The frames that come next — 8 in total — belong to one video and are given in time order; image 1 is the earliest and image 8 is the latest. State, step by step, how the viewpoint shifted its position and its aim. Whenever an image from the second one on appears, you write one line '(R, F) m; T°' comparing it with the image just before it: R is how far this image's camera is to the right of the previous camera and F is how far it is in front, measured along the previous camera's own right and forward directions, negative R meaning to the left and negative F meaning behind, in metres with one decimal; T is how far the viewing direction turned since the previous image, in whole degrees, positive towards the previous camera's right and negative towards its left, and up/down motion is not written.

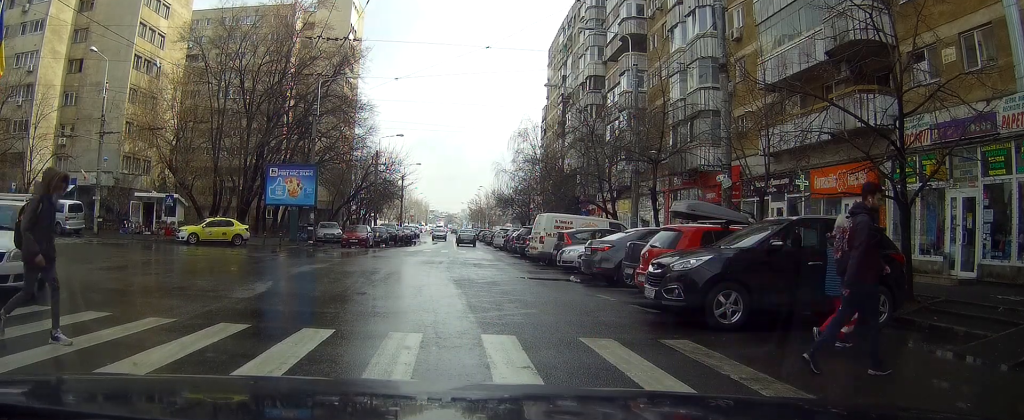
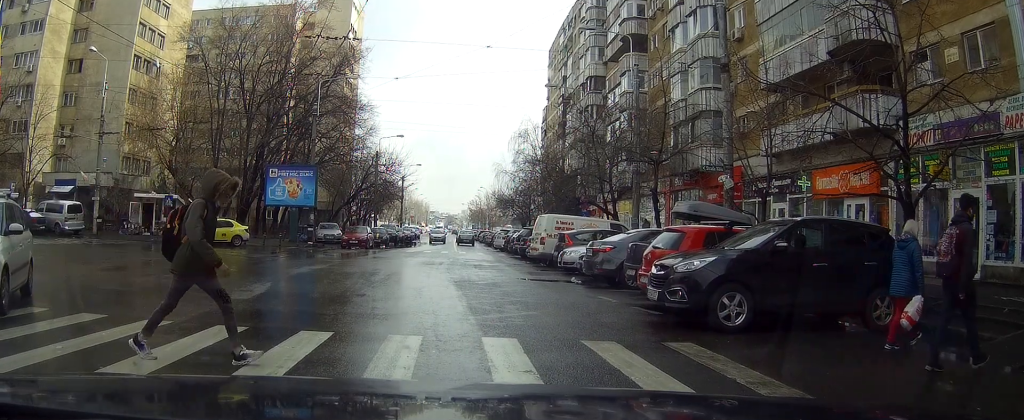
(0.0, 0.0) m; 0°
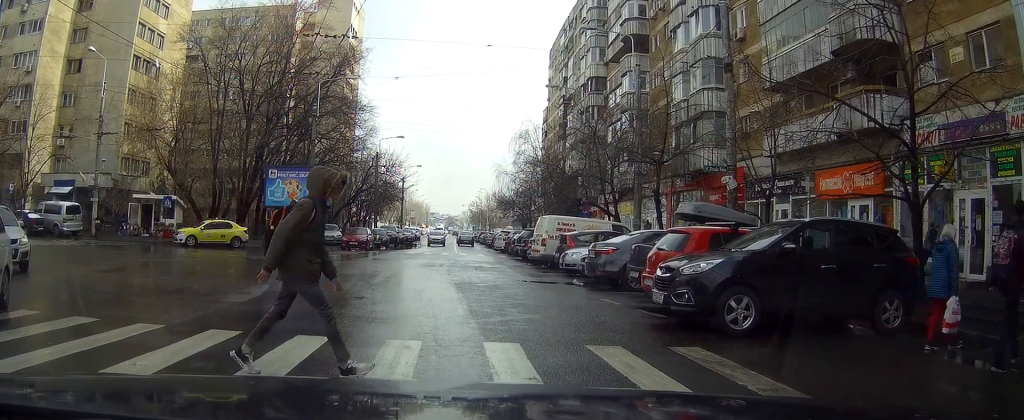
(0.0, 0.0) m; 0°
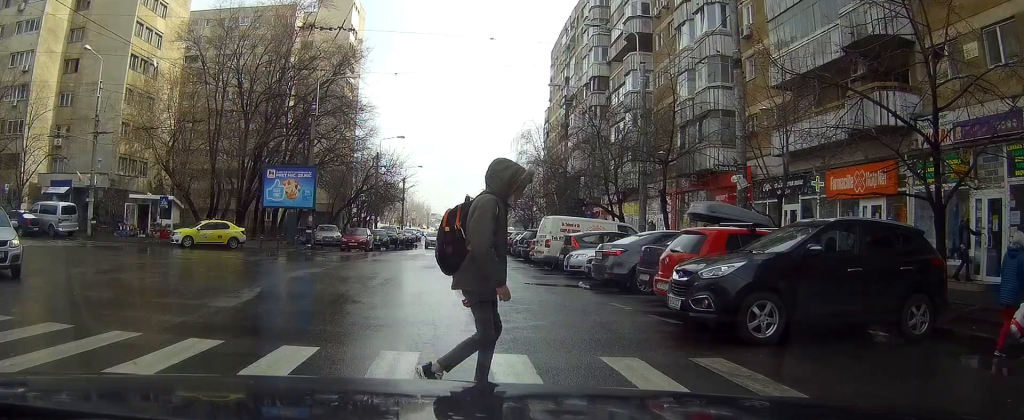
(0.0, +0.4) m; -3°
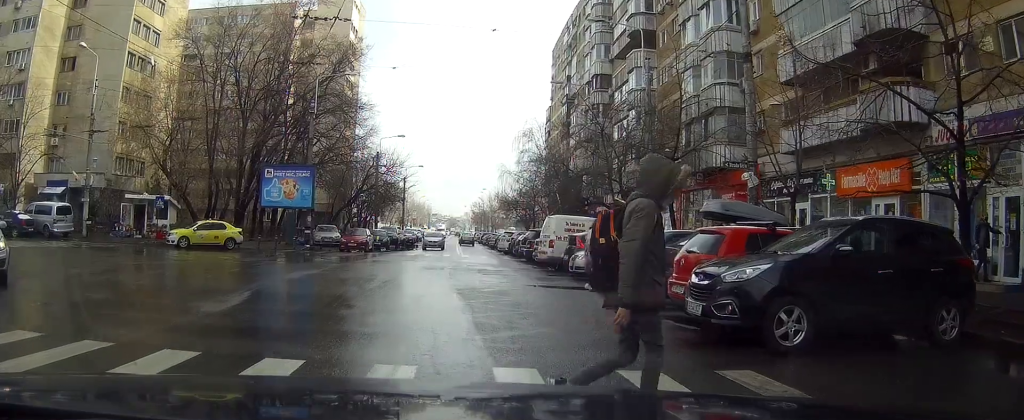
(0.0, +0.4) m; -3°
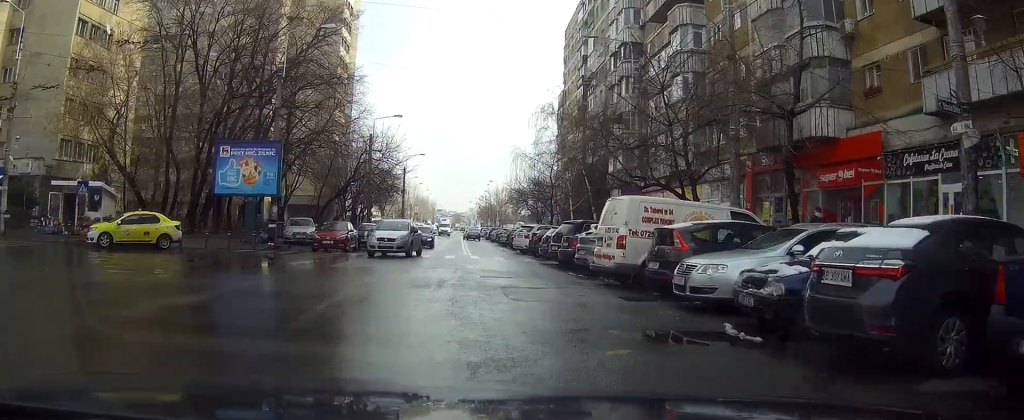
(+0.1, +8.3) m; +1°
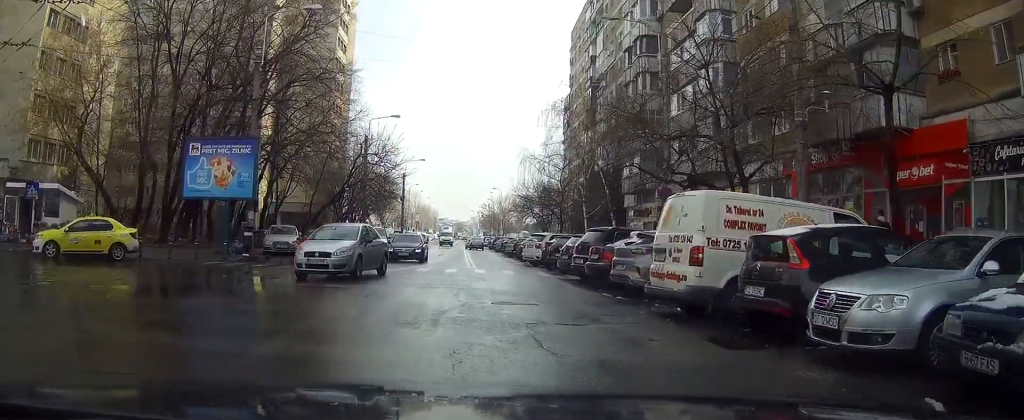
(0.0, +4.2) m; -1°
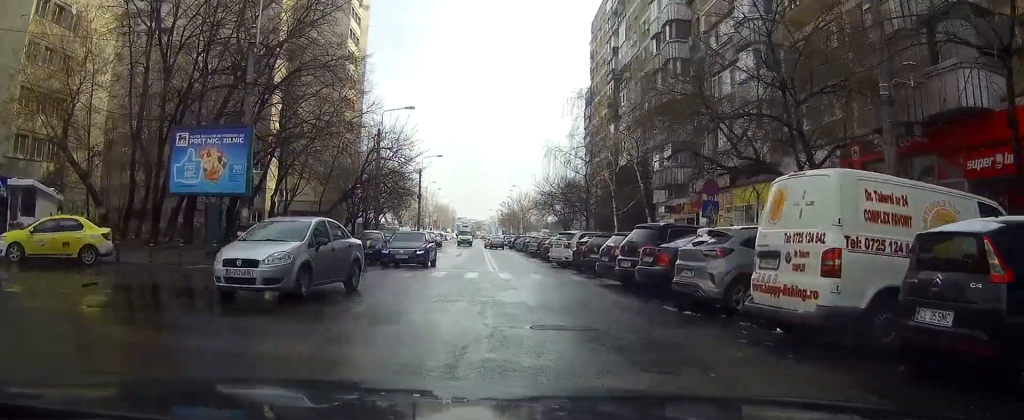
(-0.1, +3.2) m; 0°
